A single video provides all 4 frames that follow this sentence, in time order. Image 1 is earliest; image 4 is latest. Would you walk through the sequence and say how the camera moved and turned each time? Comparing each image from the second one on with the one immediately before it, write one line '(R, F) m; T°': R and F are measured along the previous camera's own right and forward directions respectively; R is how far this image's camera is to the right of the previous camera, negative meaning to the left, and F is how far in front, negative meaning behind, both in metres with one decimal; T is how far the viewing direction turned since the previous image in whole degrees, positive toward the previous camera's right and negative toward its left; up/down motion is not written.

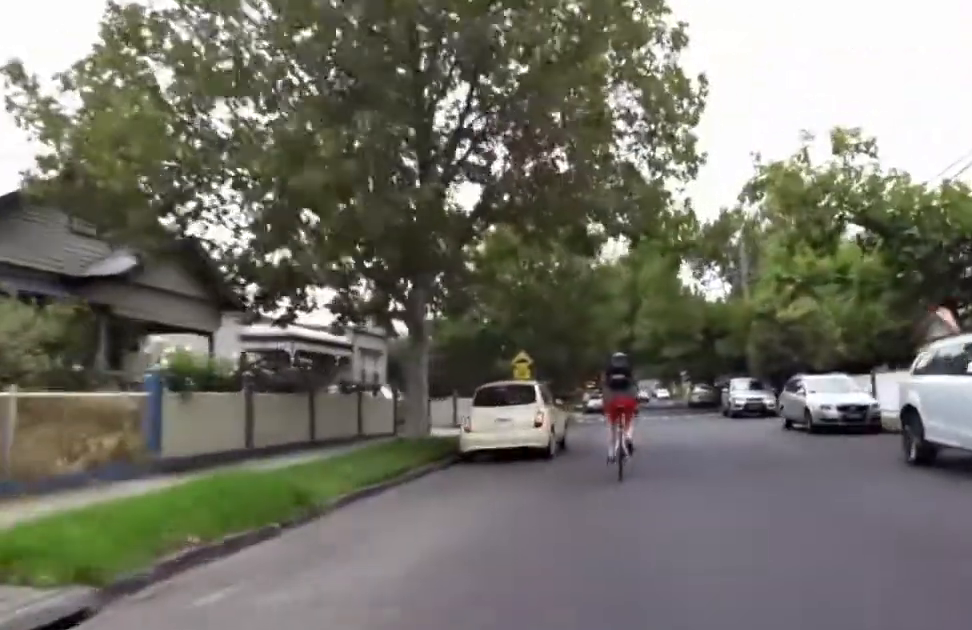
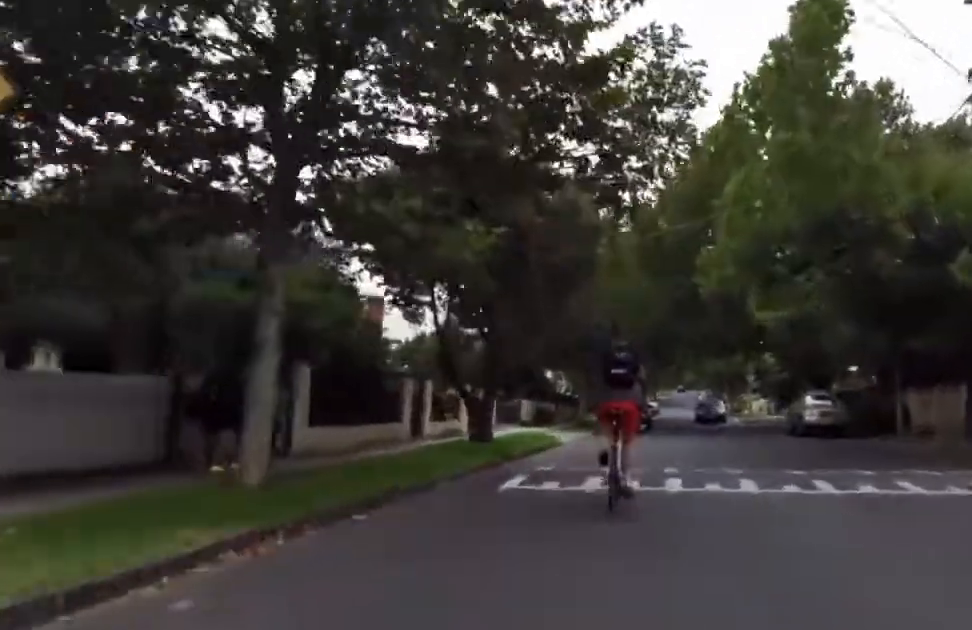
(+2.2, +26.8) m; +3°
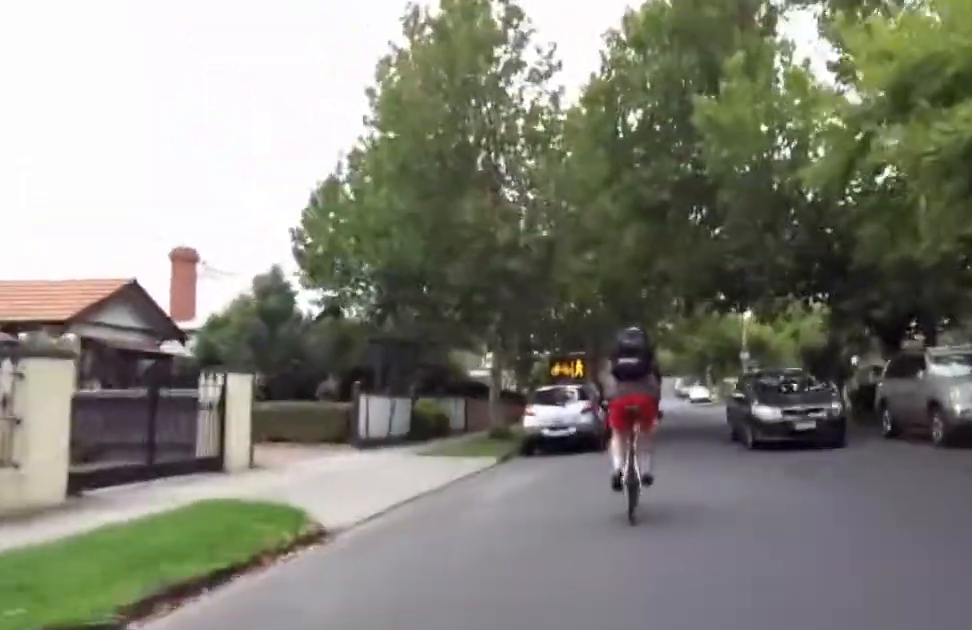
(+0.3, +15.1) m; +5°
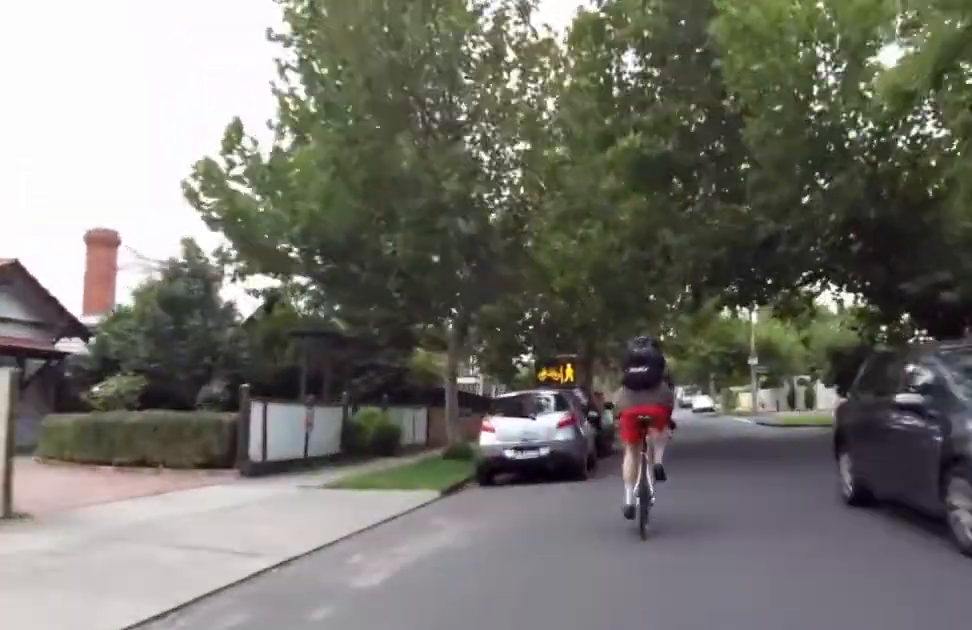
(+0.5, +4.2) m; 0°
